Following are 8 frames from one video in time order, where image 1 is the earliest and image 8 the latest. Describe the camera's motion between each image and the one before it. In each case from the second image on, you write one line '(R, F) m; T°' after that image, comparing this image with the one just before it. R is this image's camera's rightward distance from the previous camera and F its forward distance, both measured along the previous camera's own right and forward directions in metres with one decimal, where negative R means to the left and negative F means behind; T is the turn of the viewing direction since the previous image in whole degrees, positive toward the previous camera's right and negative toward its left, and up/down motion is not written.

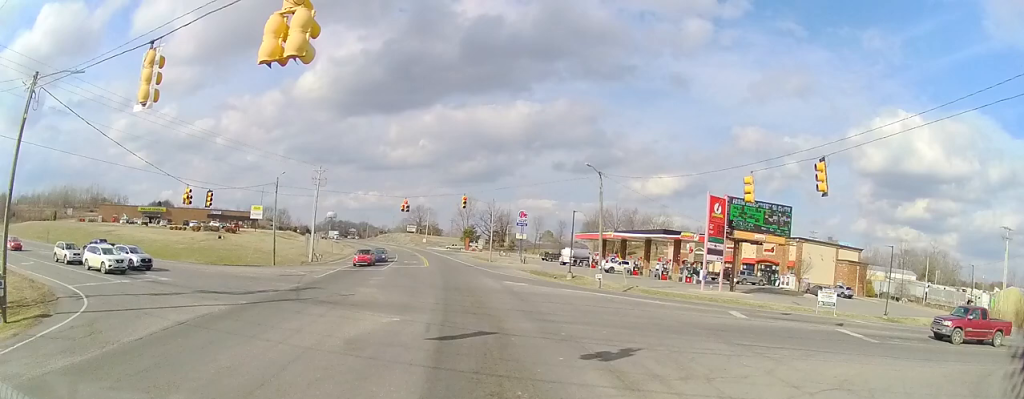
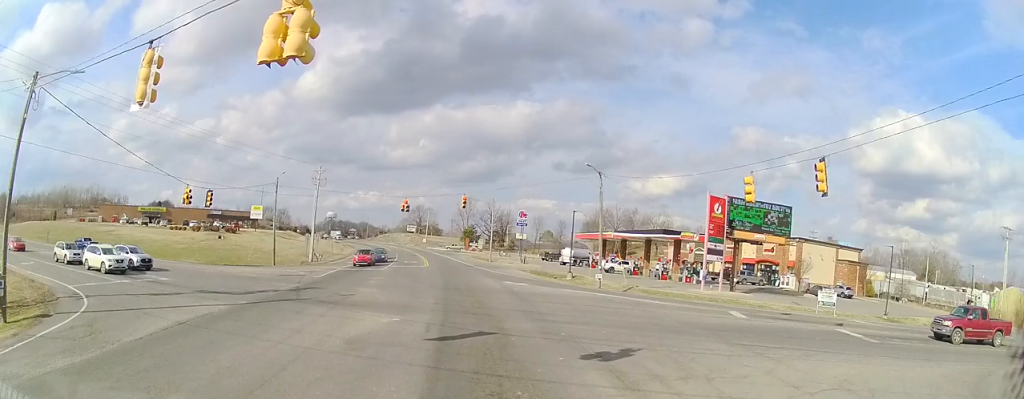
(0.0, 0.0) m; 0°
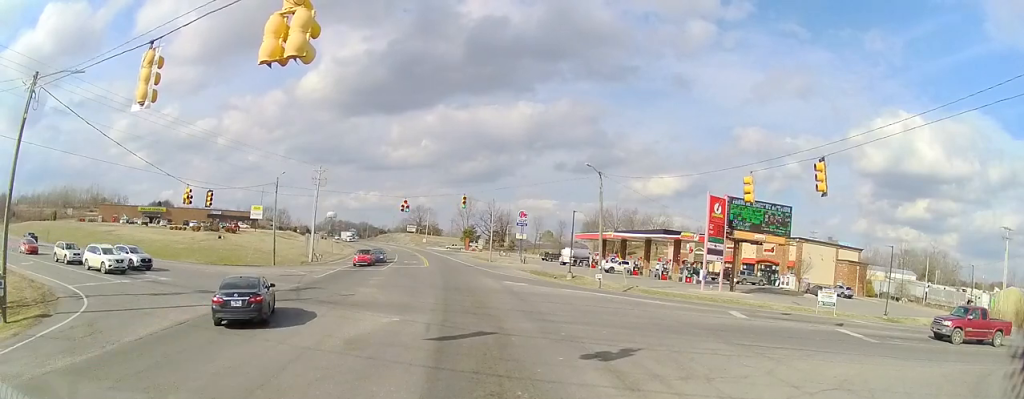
(0.0, 0.0) m; 0°
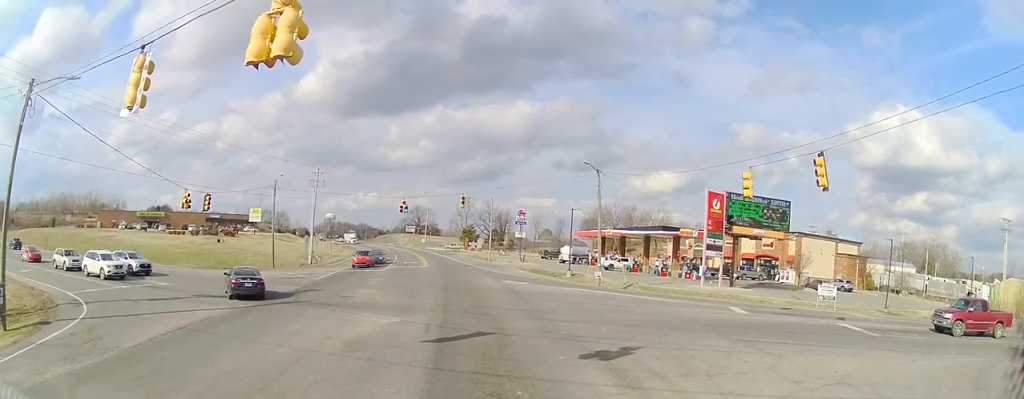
(0.0, 0.0) m; 0°
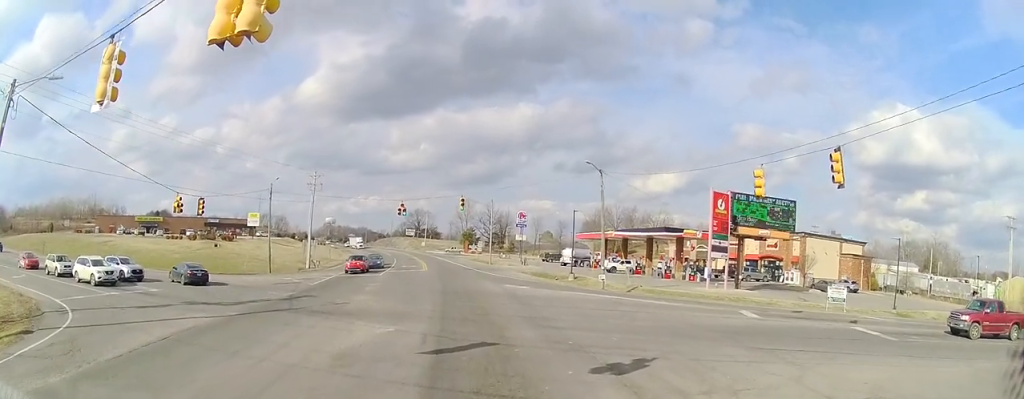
(+0.1, +0.4) m; 0°
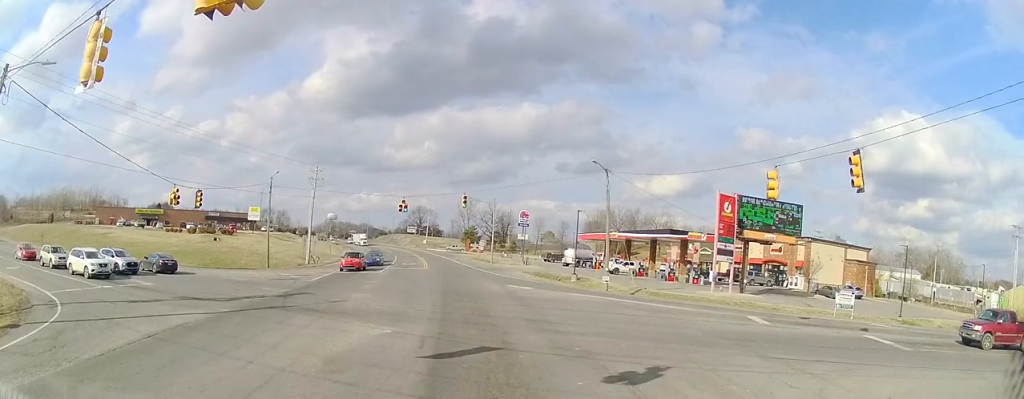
(+0.2, +0.4) m; 0°
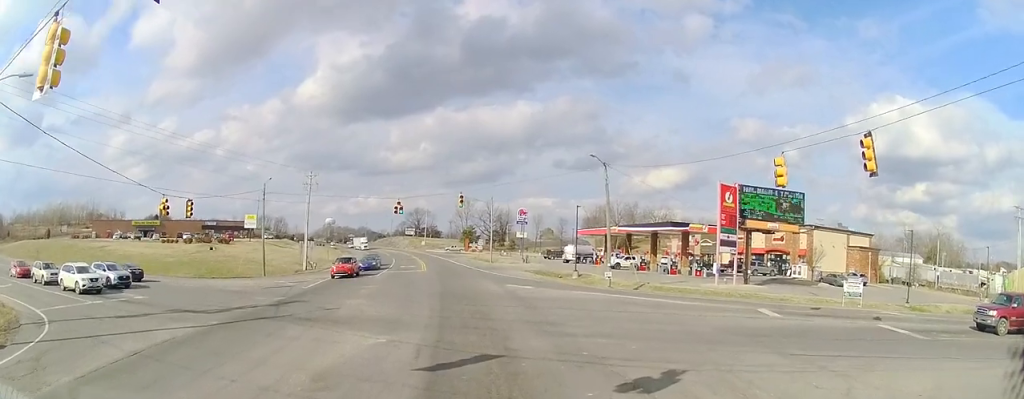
(-0.1, +0.9) m; 0°
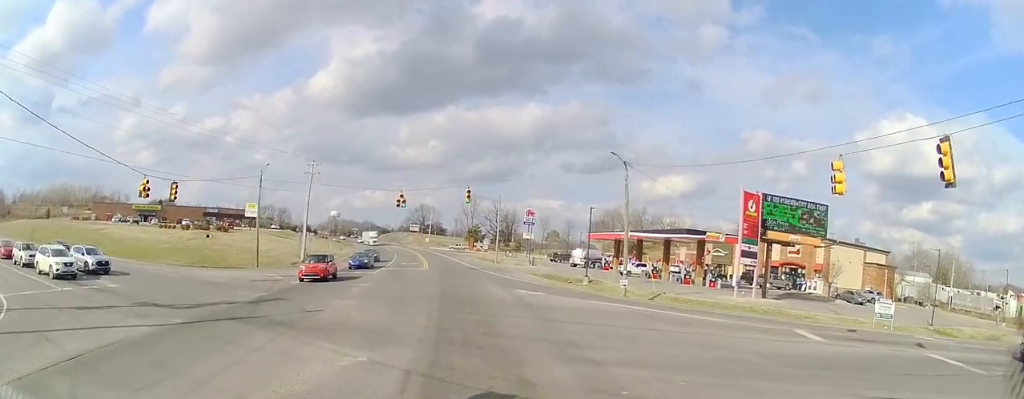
(0.0, +3.0) m; +4°
